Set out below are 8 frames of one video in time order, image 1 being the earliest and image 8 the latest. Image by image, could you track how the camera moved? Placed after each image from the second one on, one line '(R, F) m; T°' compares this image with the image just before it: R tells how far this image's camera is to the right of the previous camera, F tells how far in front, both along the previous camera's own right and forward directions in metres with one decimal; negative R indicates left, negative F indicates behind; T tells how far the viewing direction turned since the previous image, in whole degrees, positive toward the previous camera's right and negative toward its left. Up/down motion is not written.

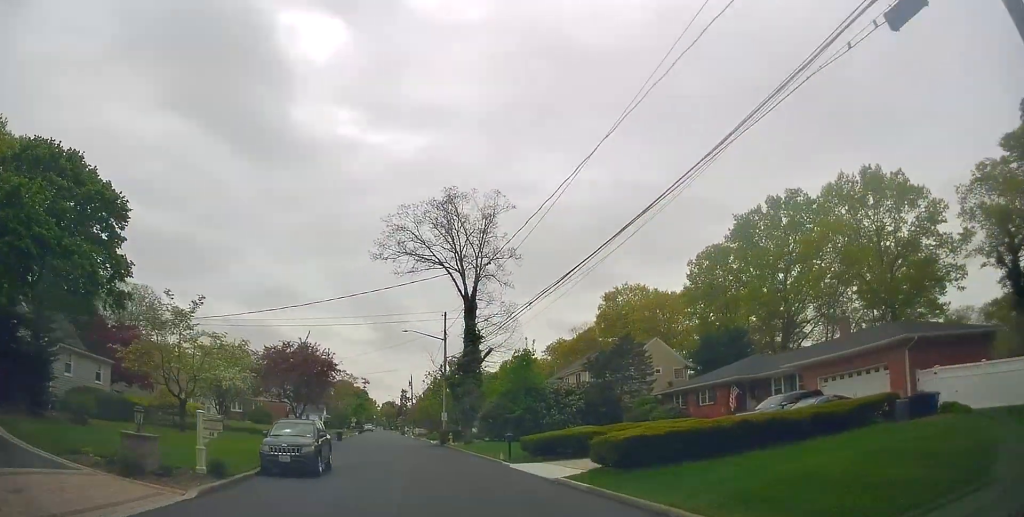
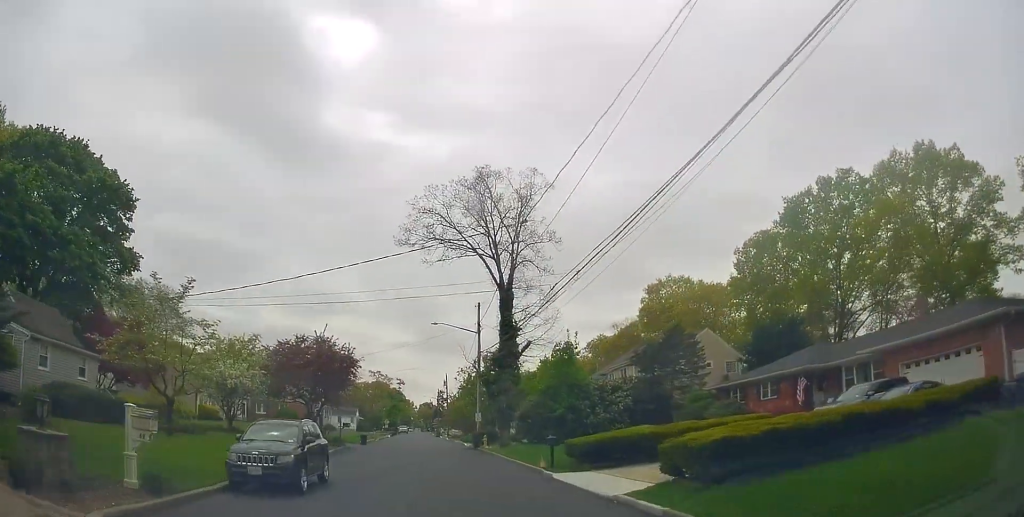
(-0.1, +4.2) m; -4°
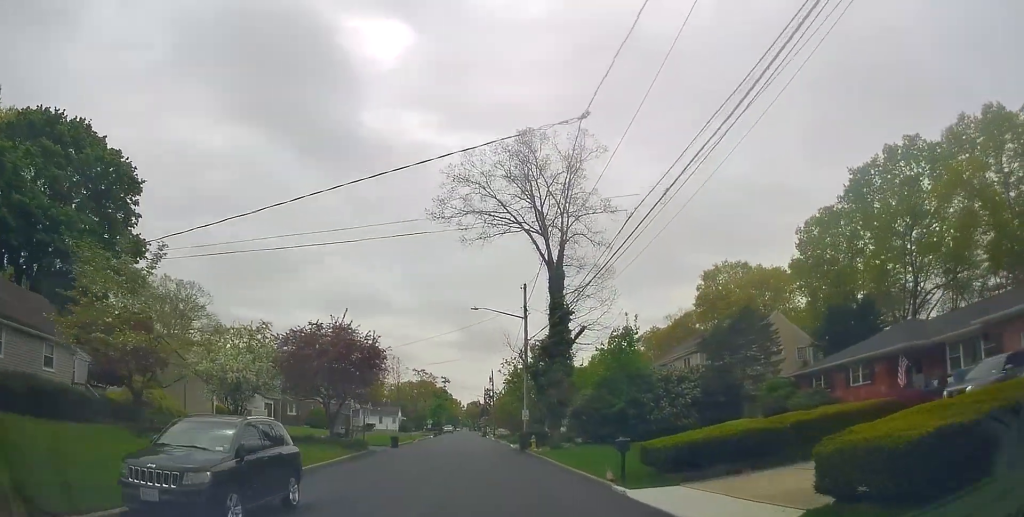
(-0.2, +5.4) m; -3°
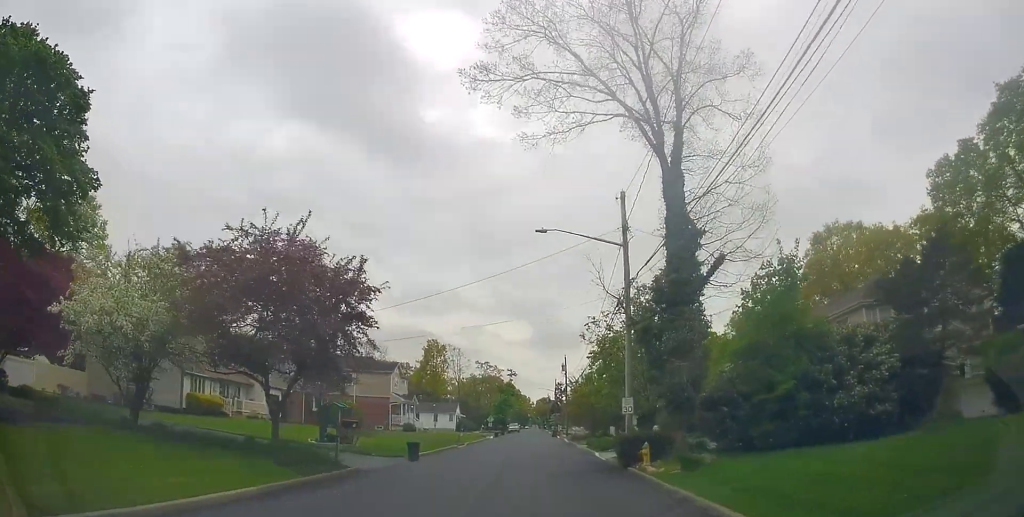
(-0.5, +15.2) m; -2°
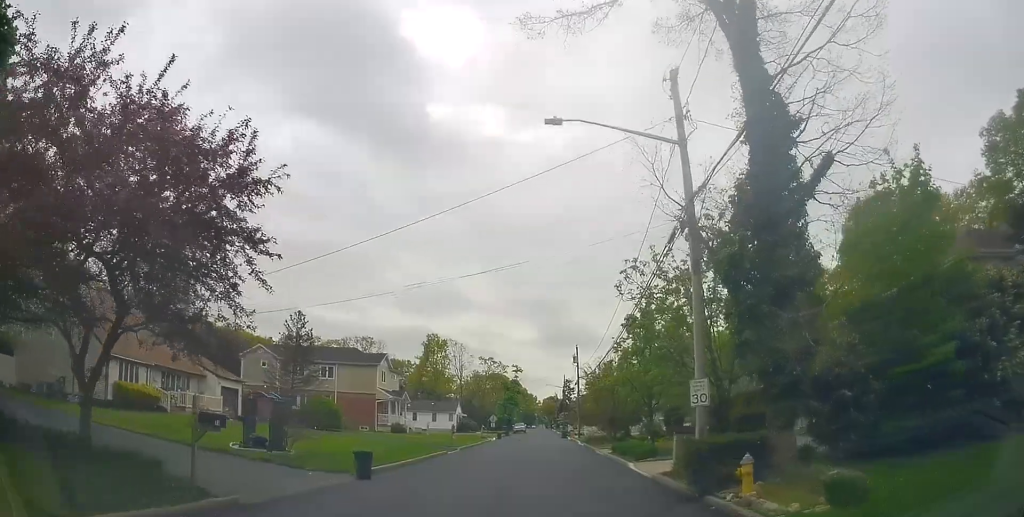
(-0.1, +8.7) m; -4°
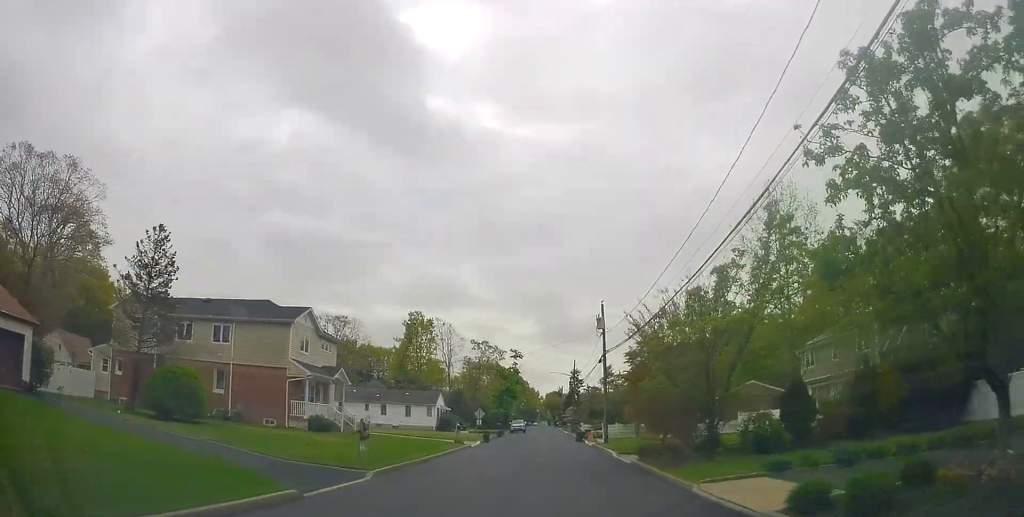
(-1.1, +21.4) m; -2°
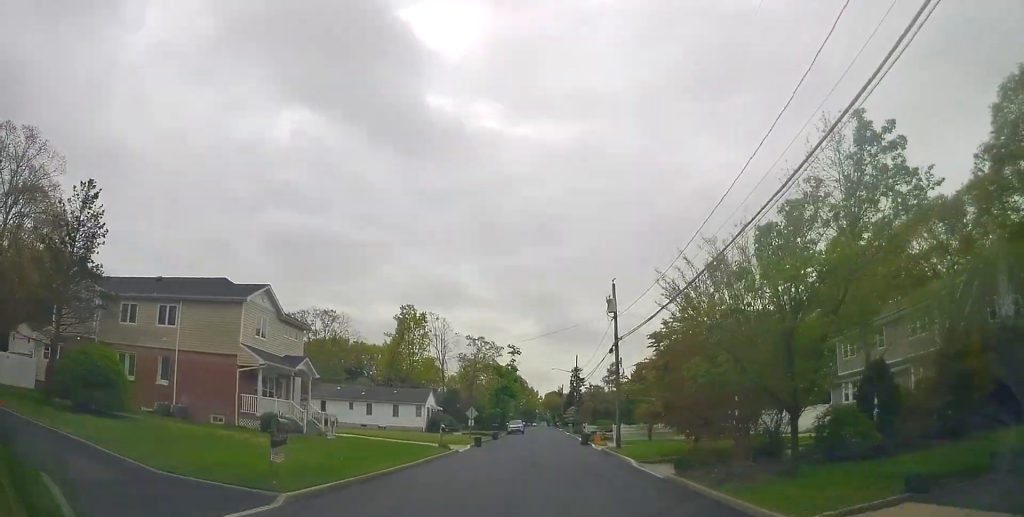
(0.0, +6.2) m; 0°
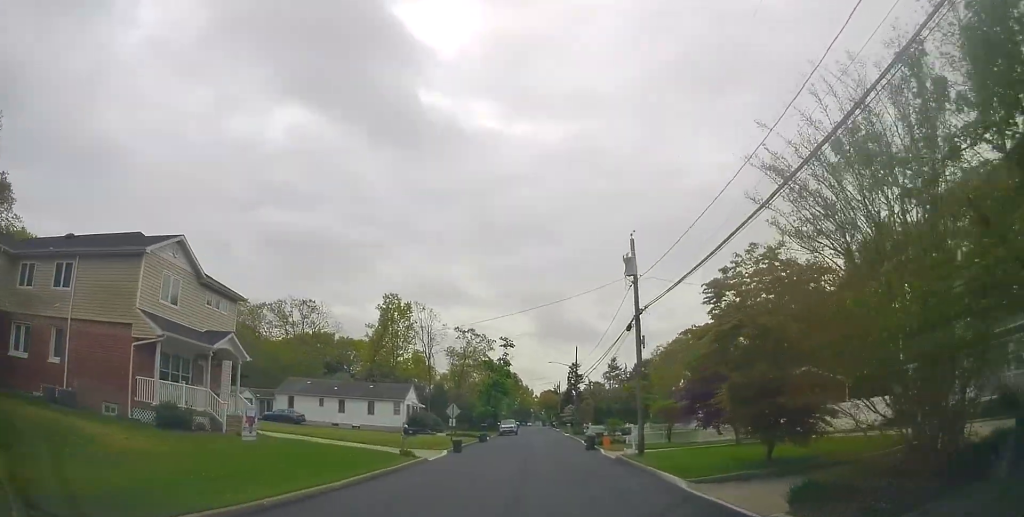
(-0.2, +8.4) m; 0°
